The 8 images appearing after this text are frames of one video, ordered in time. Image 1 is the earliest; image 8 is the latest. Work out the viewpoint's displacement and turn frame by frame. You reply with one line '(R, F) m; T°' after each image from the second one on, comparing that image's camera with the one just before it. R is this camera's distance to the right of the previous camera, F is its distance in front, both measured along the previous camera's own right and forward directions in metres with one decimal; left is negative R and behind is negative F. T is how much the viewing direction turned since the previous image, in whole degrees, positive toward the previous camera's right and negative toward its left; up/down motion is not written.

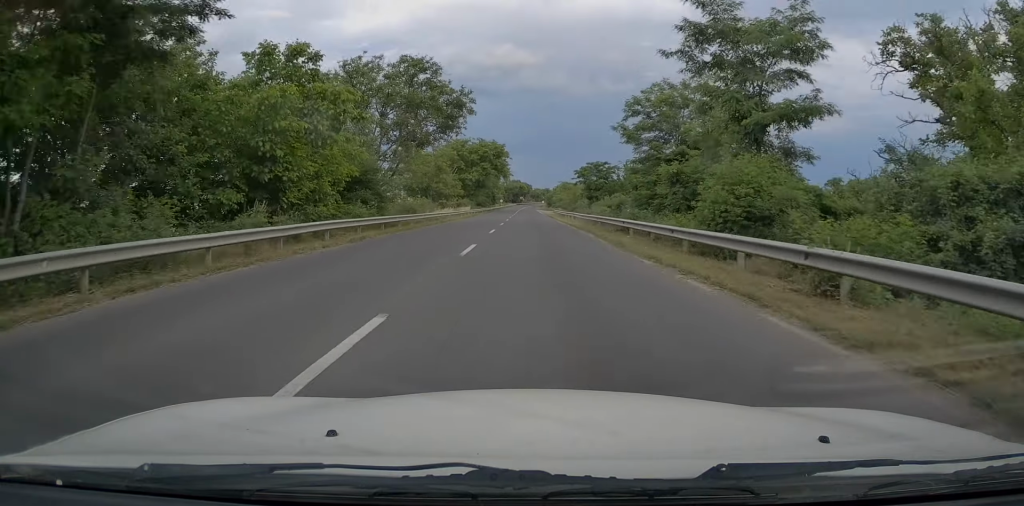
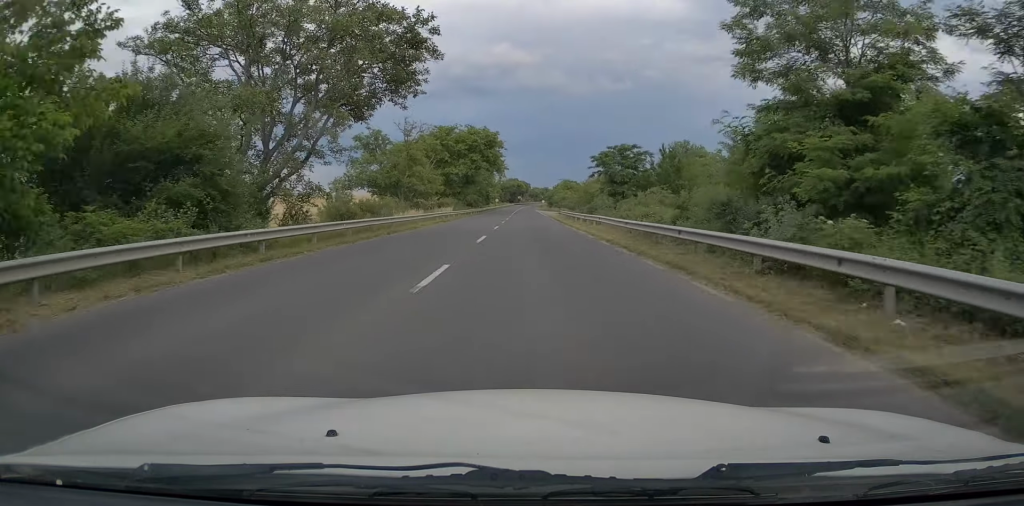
(0.0, +17.0) m; 0°
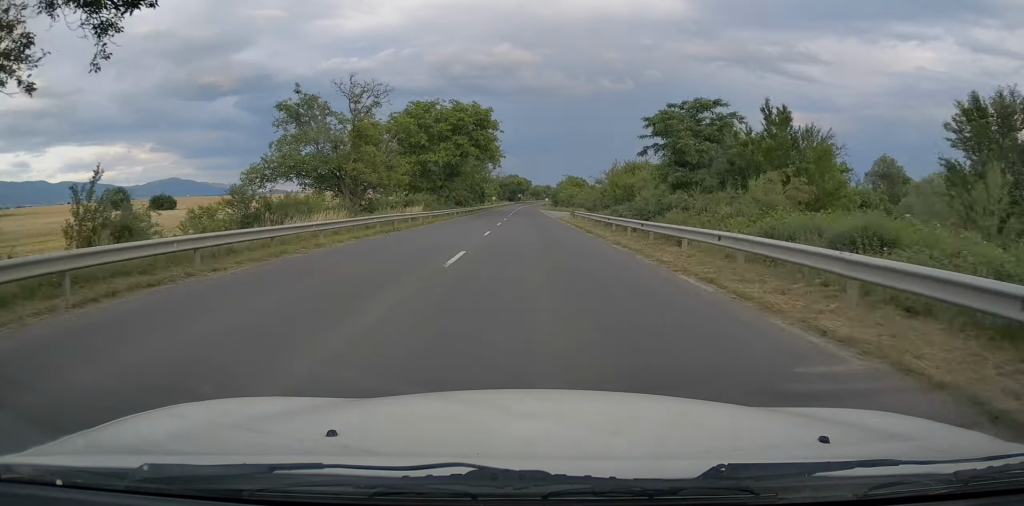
(-0.1, +19.3) m; -1°
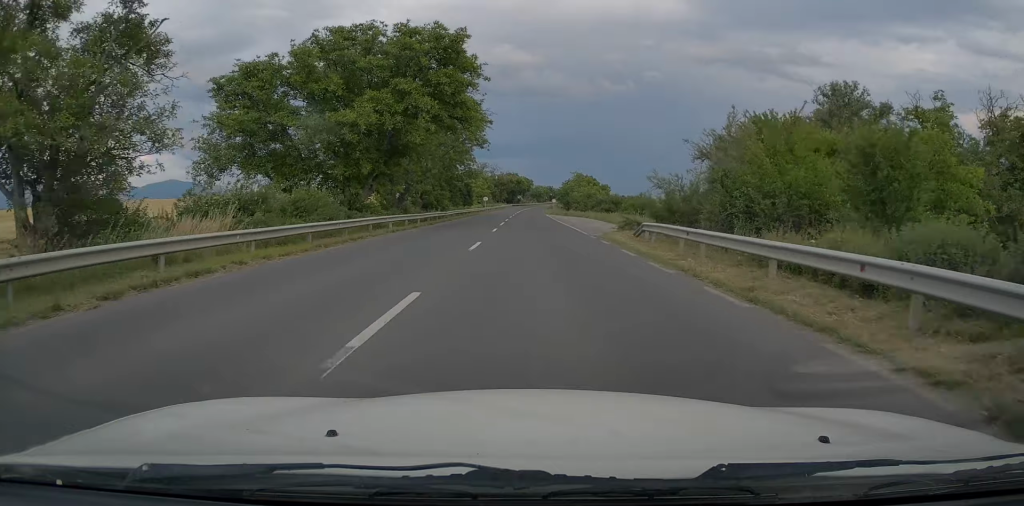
(-0.3, +29.3) m; 0°
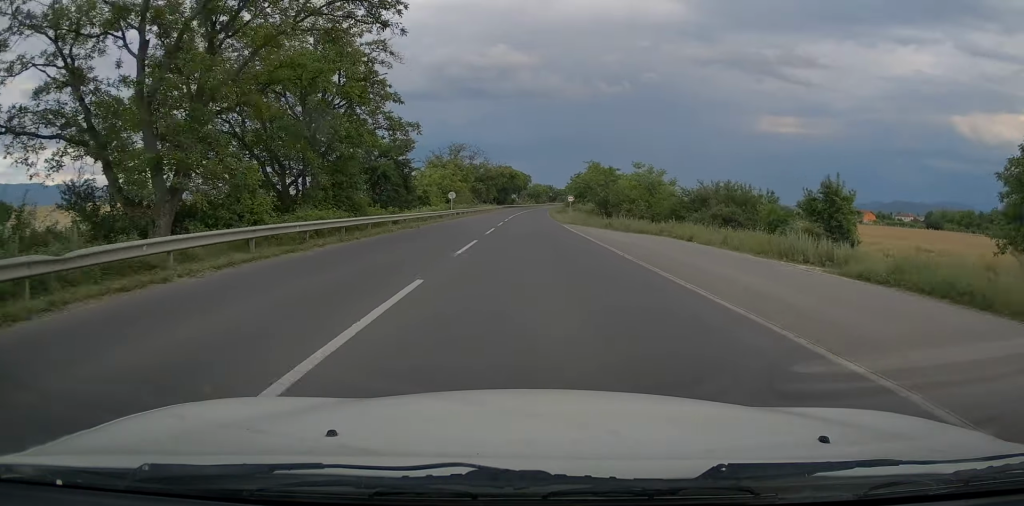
(+0.6, +43.4) m; +1°
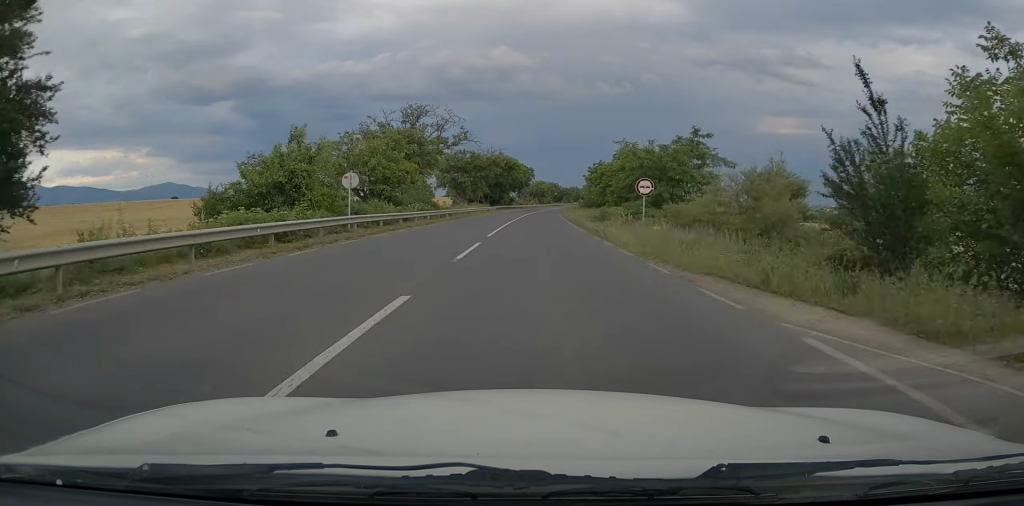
(0.0, +35.3) m; +1°
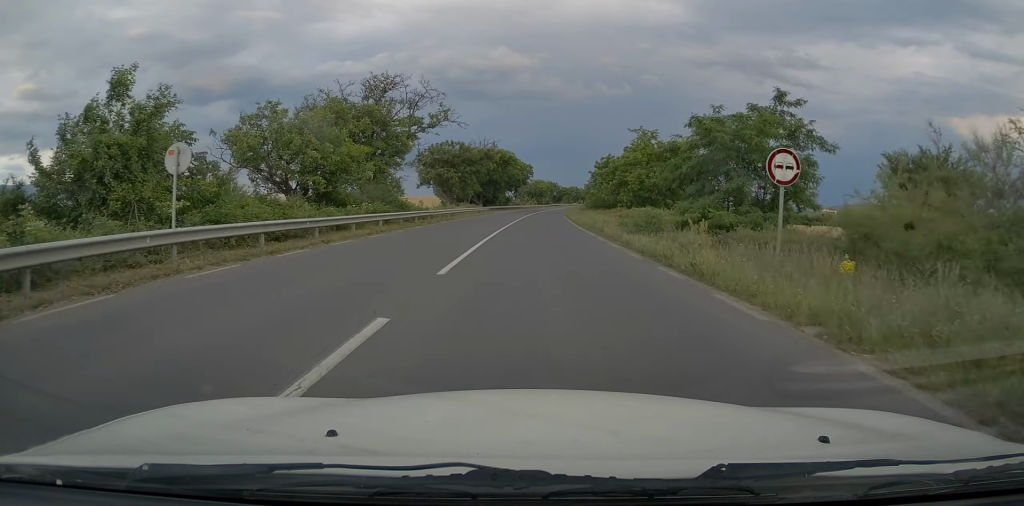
(+0.1, +12.8) m; 0°
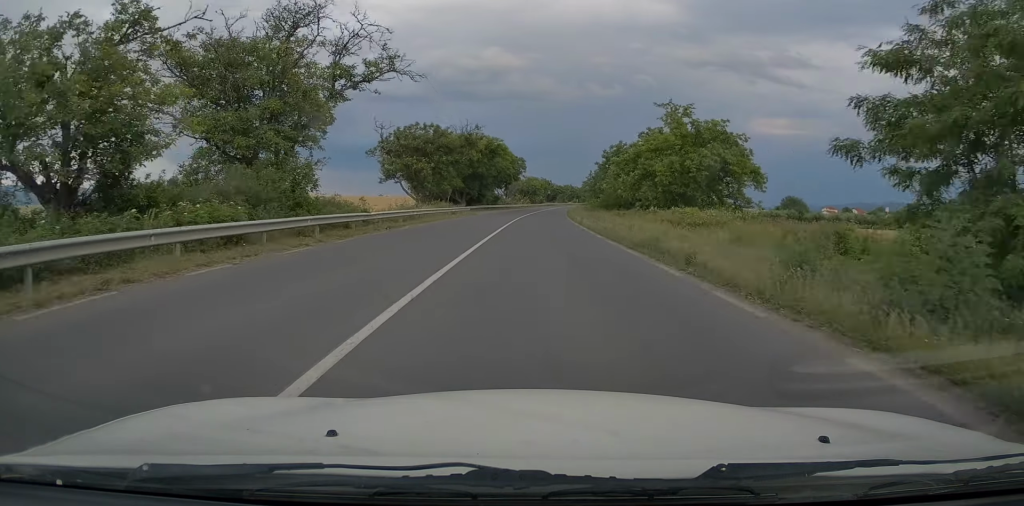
(+0.1, +15.9) m; 0°
